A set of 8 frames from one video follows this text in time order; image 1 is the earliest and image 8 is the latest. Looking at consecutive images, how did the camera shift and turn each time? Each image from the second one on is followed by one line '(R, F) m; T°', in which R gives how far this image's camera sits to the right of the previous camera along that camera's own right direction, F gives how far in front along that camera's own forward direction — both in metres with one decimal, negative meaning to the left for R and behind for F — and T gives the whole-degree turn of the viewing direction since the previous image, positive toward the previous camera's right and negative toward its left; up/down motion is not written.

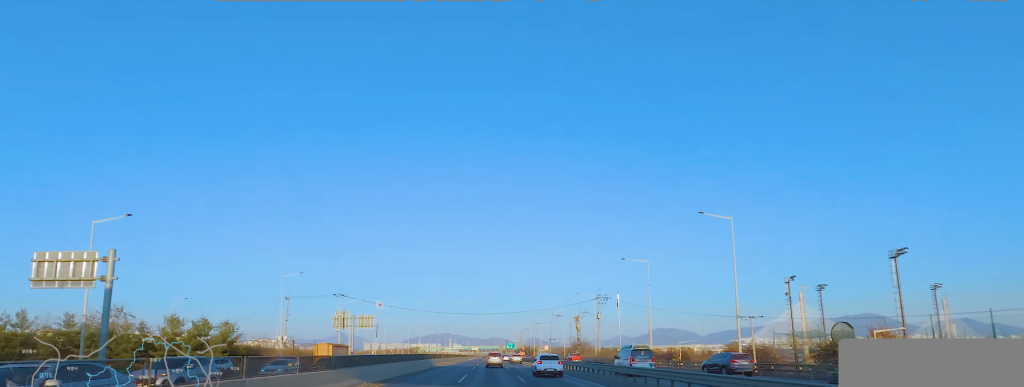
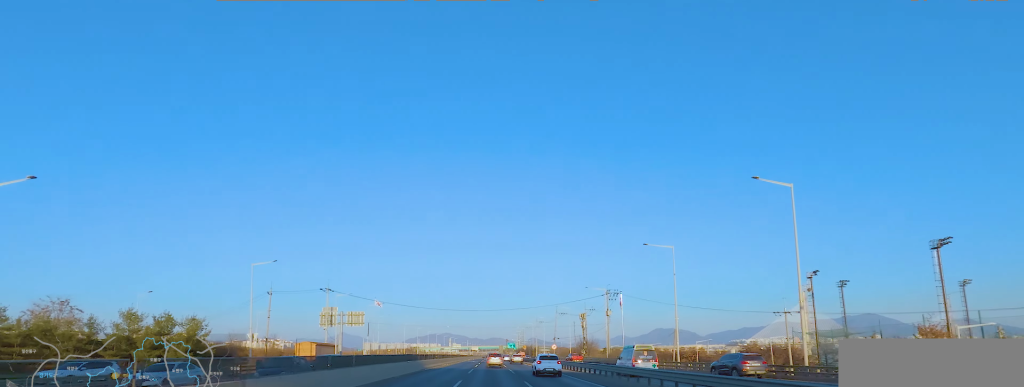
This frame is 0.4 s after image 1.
(+0.1, +8.4) m; +1°
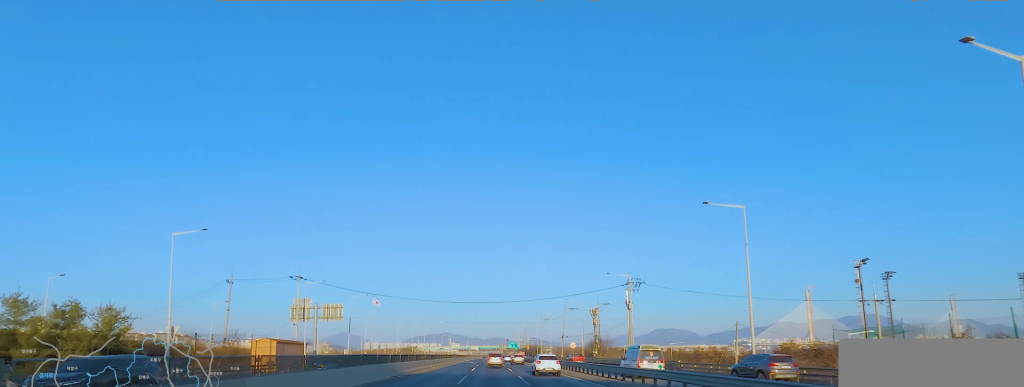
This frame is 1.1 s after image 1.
(+0.3, +14.7) m; +1°
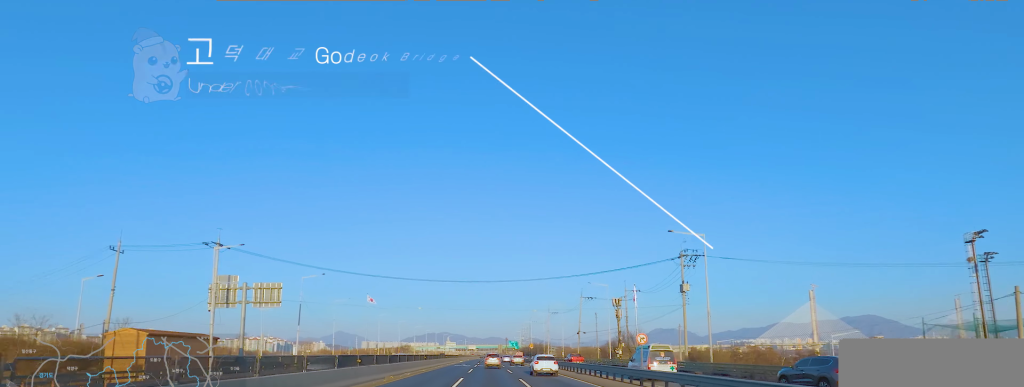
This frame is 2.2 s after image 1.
(0.0, +23.8) m; -2°
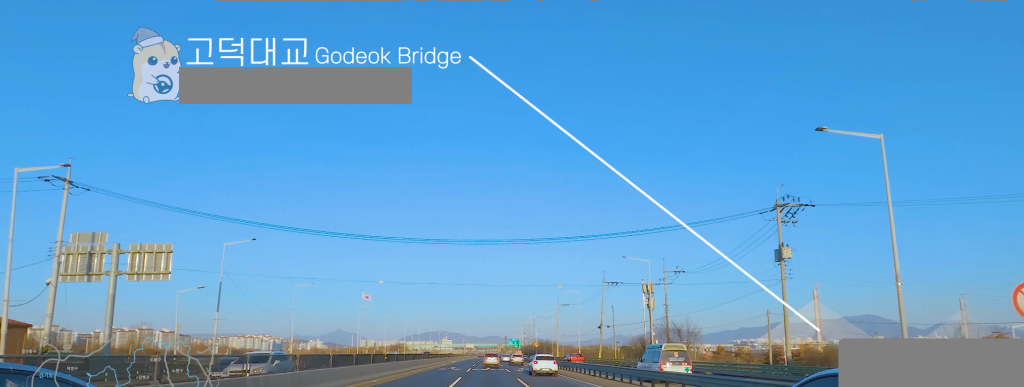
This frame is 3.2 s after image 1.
(-0.6, +20.3) m; -1°
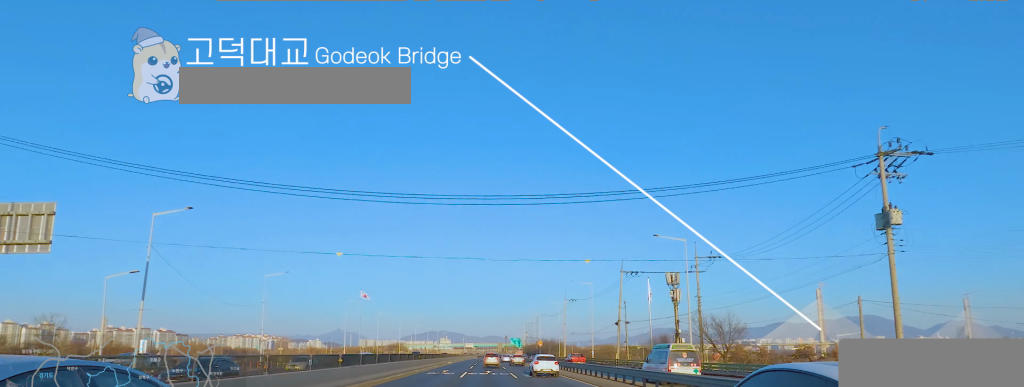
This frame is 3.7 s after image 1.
(-0.3, +10.6) m; 0°
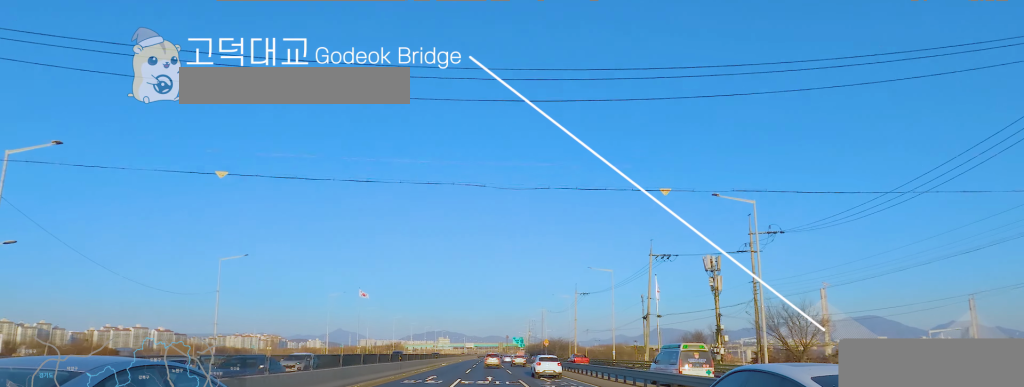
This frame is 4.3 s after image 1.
(+0.4, +11.8) m; +2°
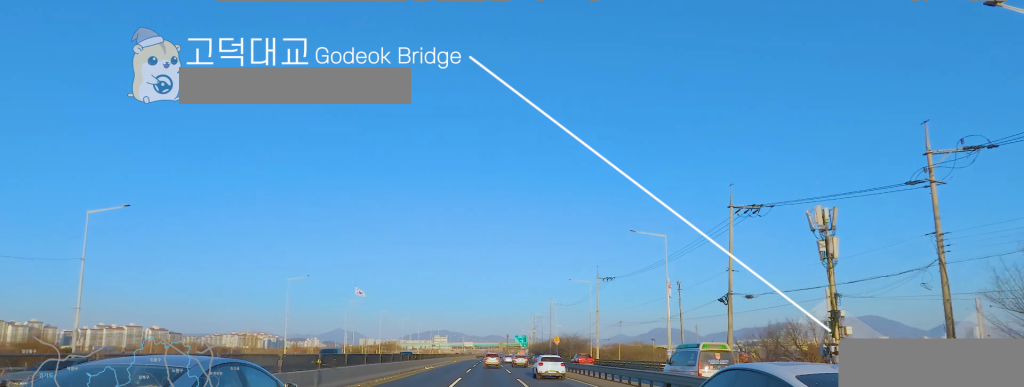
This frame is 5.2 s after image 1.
(+0.5, +18.9) m; +1°
